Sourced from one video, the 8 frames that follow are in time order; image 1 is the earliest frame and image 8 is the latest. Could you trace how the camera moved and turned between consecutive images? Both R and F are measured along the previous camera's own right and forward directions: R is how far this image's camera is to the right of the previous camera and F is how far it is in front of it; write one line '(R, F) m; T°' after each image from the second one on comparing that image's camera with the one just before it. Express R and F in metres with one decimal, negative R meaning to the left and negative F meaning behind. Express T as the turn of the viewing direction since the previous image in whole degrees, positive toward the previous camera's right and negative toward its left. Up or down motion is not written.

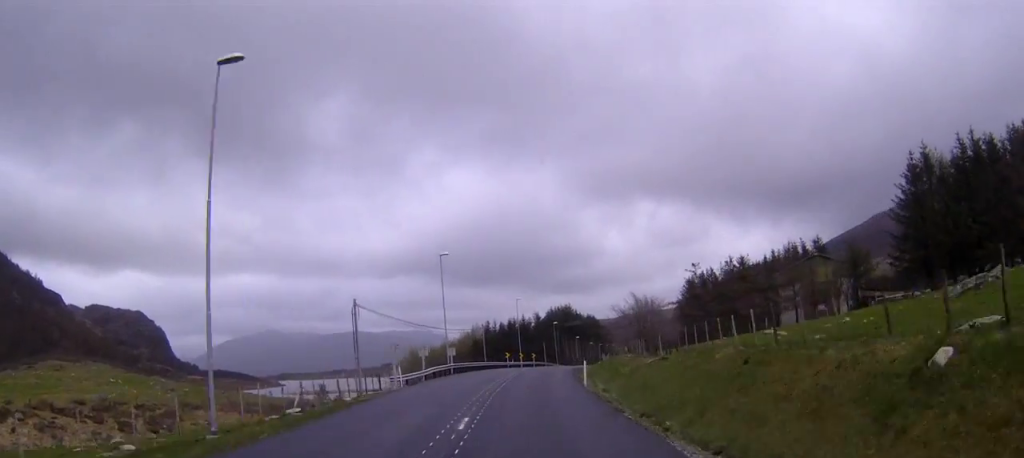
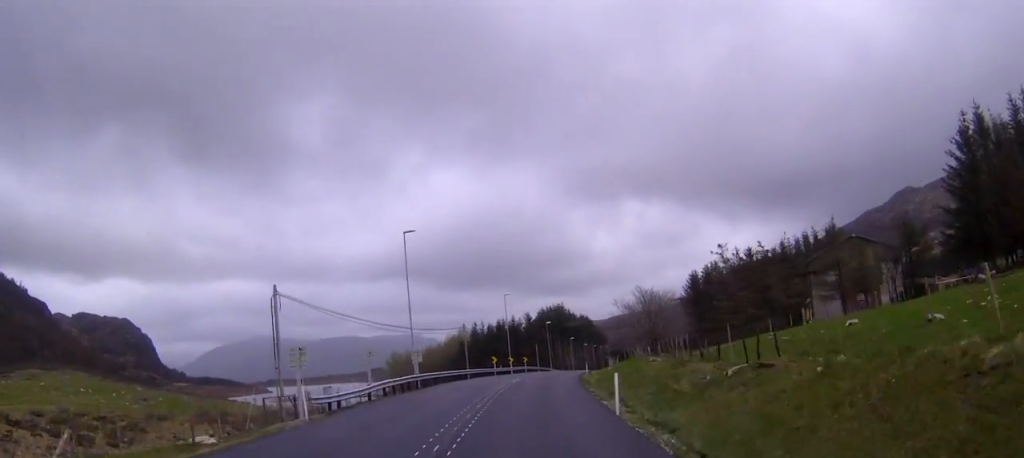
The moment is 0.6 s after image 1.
(+0.2, +14.7) m; +1°
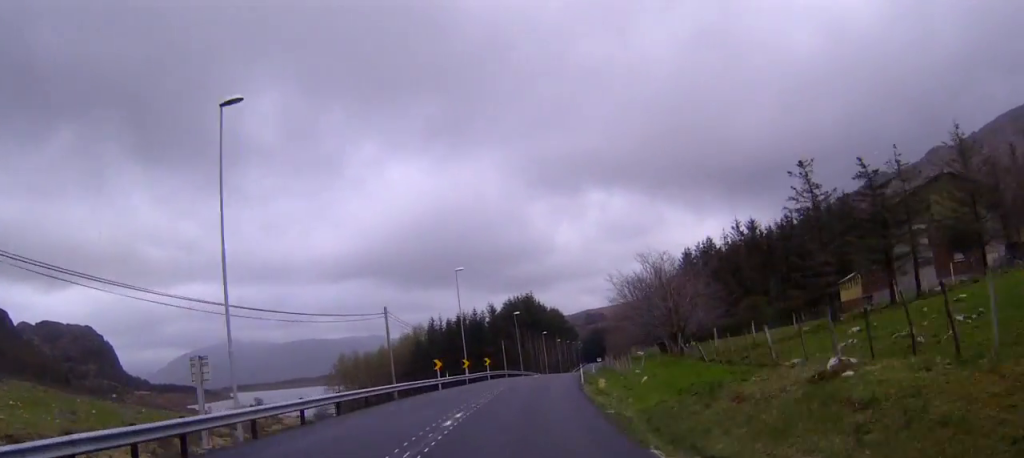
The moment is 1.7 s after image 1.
(+0.5, +27.0) m; +2°
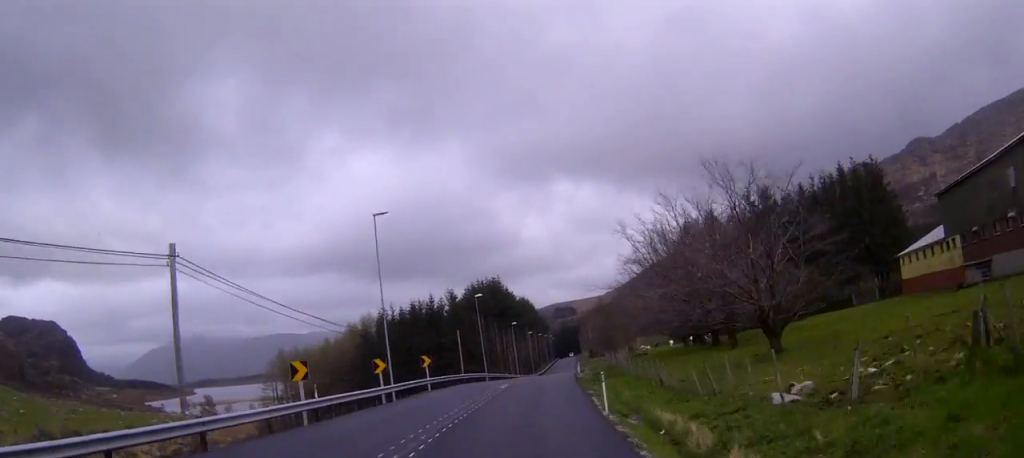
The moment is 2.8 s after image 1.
(+0.3, +26.1) m; +2°
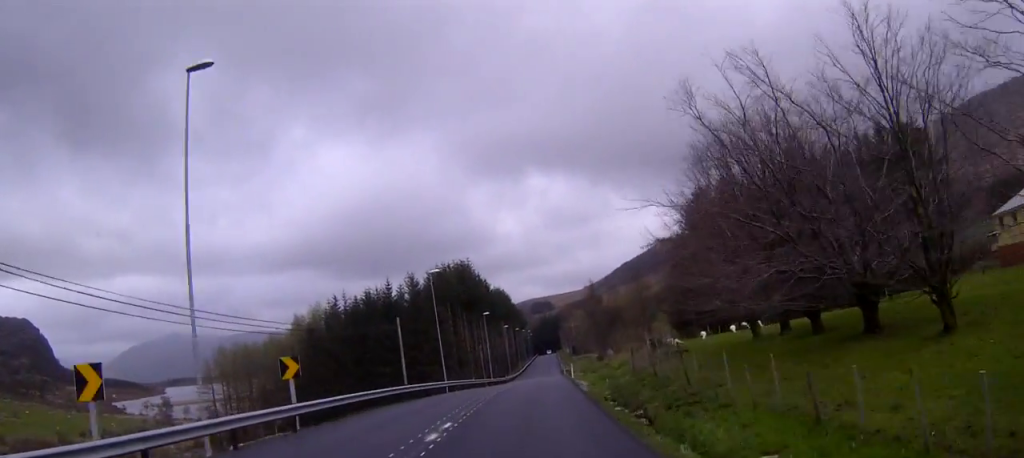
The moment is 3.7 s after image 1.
(+0.4, +22.9) m; +1°
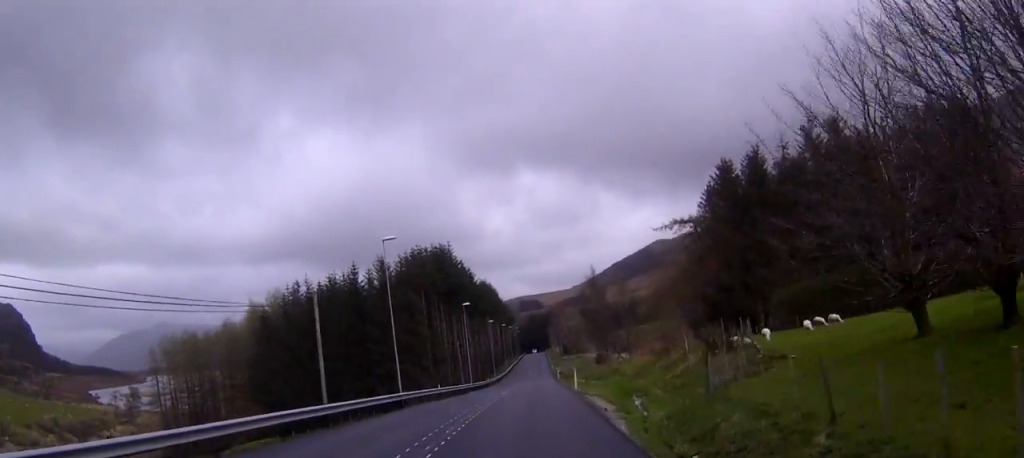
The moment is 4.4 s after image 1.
(+0.2, +17.2) m; 0°
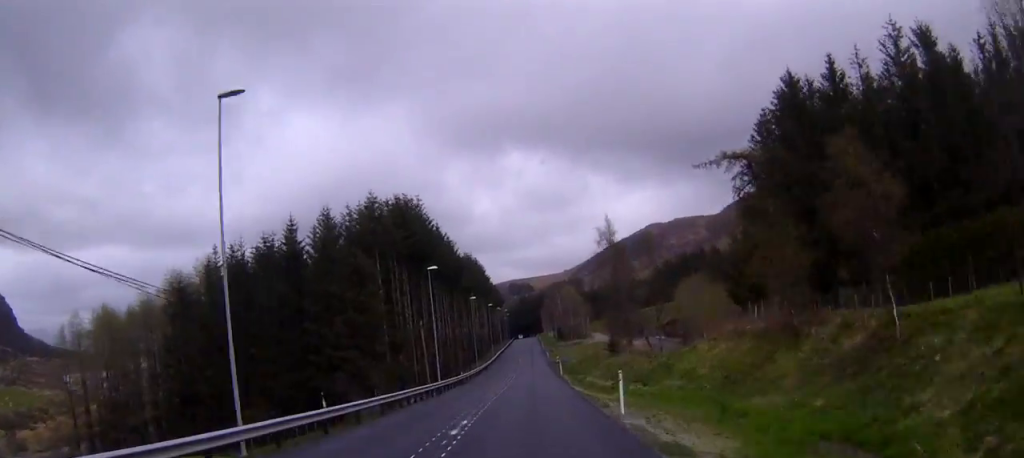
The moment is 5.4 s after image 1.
(0.0, +24.7) m; 0°
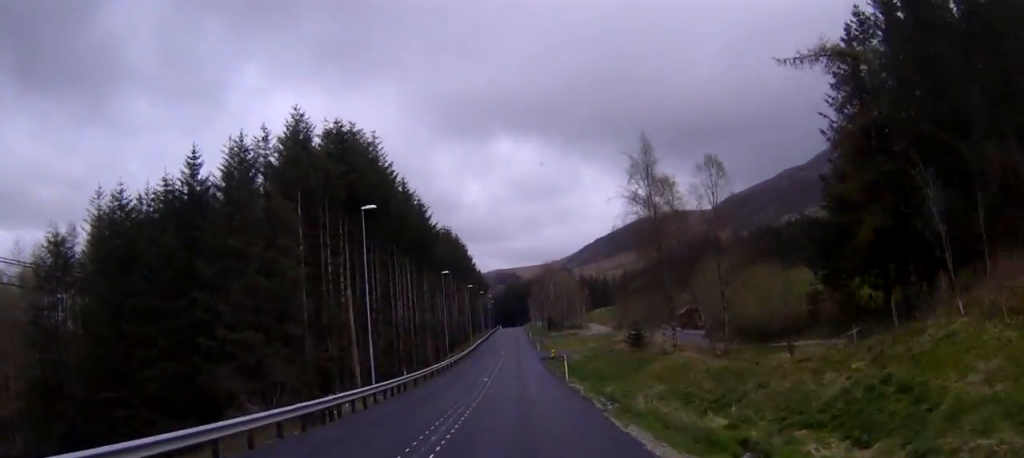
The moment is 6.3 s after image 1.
(-0.1, +23.1) m; -1°
